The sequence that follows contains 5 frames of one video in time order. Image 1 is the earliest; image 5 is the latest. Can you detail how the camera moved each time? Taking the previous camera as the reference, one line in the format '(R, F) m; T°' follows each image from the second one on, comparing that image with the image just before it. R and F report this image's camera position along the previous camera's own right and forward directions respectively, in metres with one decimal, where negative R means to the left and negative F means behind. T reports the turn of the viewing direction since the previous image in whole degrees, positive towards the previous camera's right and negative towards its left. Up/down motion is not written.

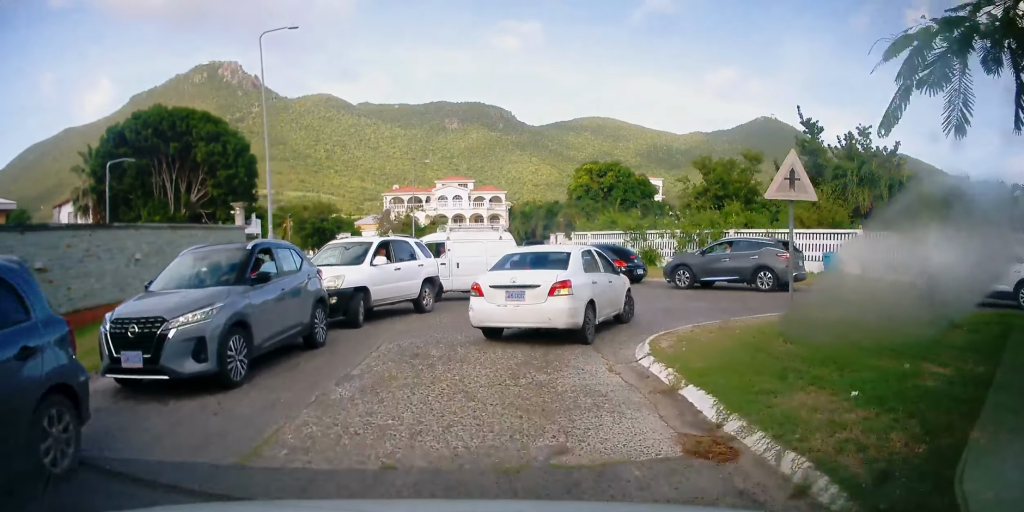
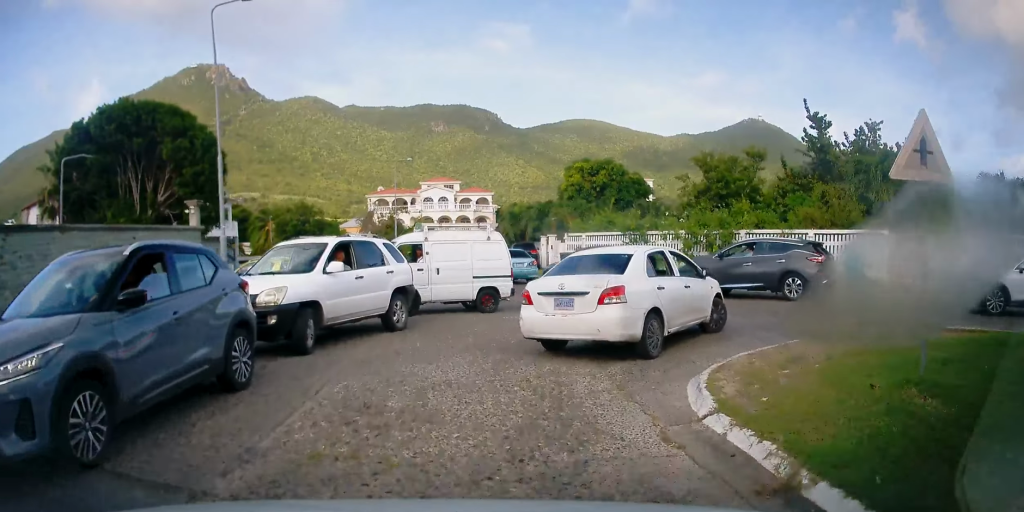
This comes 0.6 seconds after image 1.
(-0.3, +2.7) m; 0°
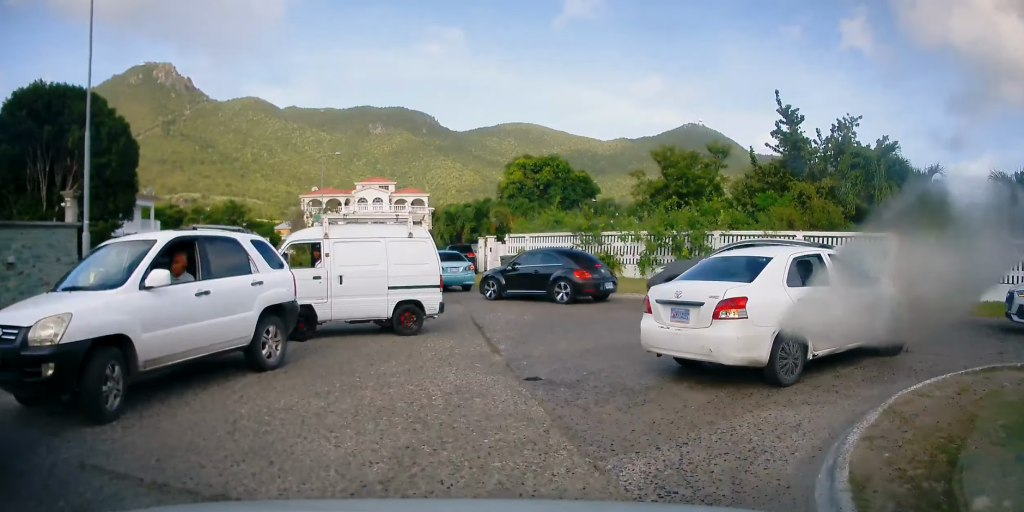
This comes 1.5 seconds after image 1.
(+0.3, +3.9) m; +10°
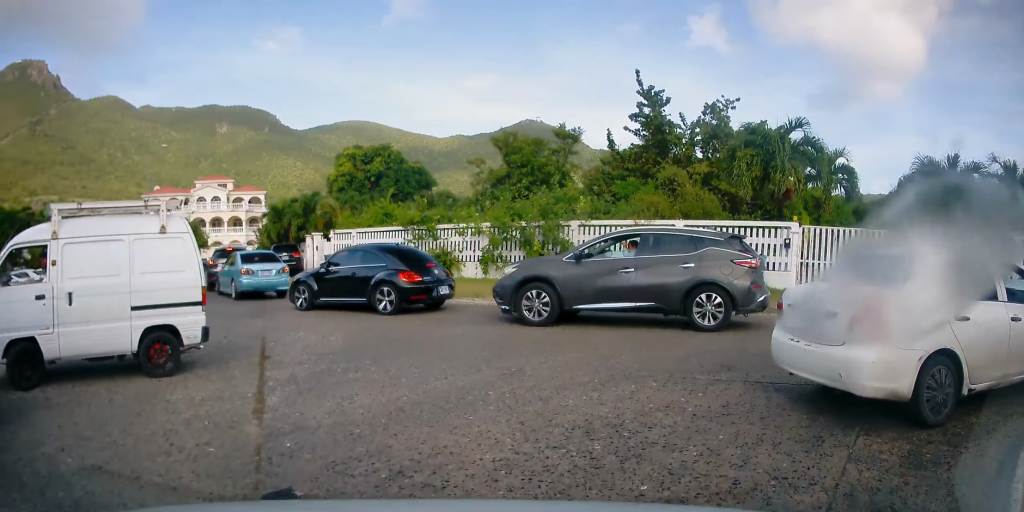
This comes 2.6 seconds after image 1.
(+0.4, +3.4) m; +23°
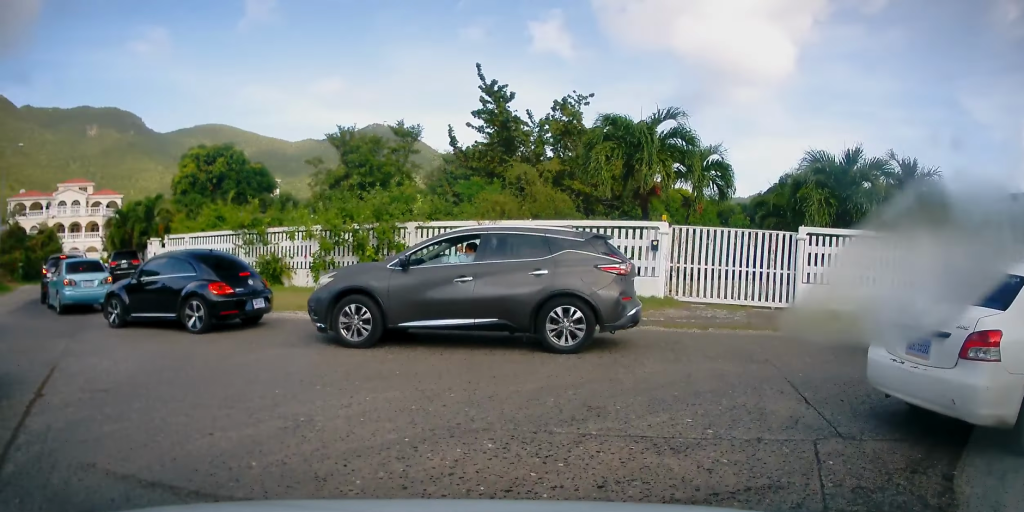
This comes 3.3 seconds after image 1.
(+0.5, +1.9) m; +17°
